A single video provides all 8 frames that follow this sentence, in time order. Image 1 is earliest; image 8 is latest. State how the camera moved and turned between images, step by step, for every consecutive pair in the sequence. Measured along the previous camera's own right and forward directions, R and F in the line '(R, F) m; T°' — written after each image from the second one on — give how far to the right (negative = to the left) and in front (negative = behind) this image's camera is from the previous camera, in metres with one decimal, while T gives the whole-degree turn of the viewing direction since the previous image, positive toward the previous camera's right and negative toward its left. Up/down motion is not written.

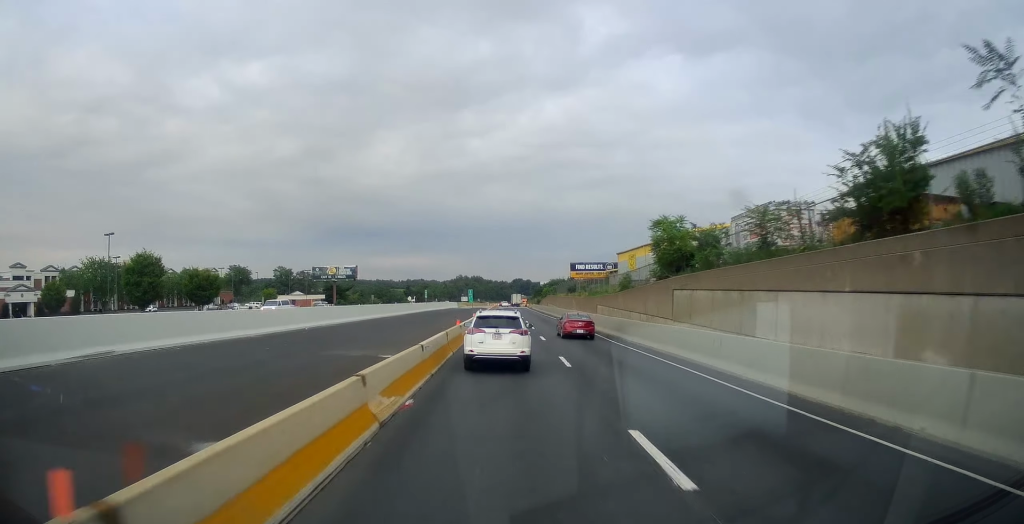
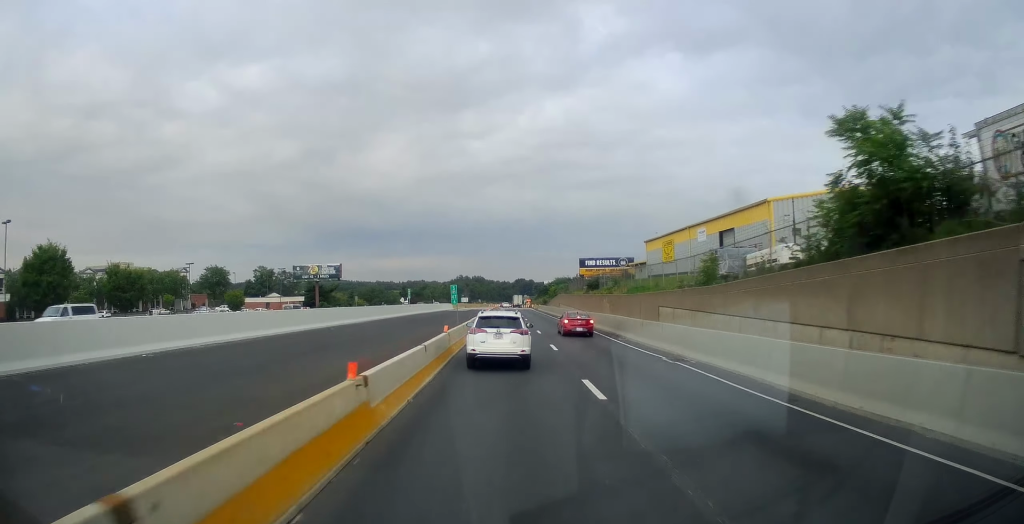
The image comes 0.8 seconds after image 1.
(0.0, +18.4) m; 0°
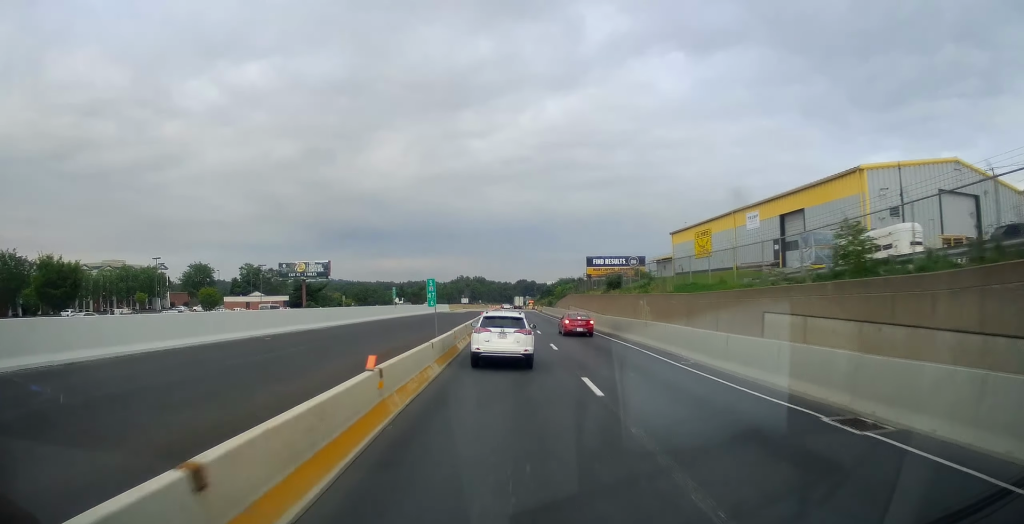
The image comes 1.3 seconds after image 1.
(+0.1, +11.5) m; 0°
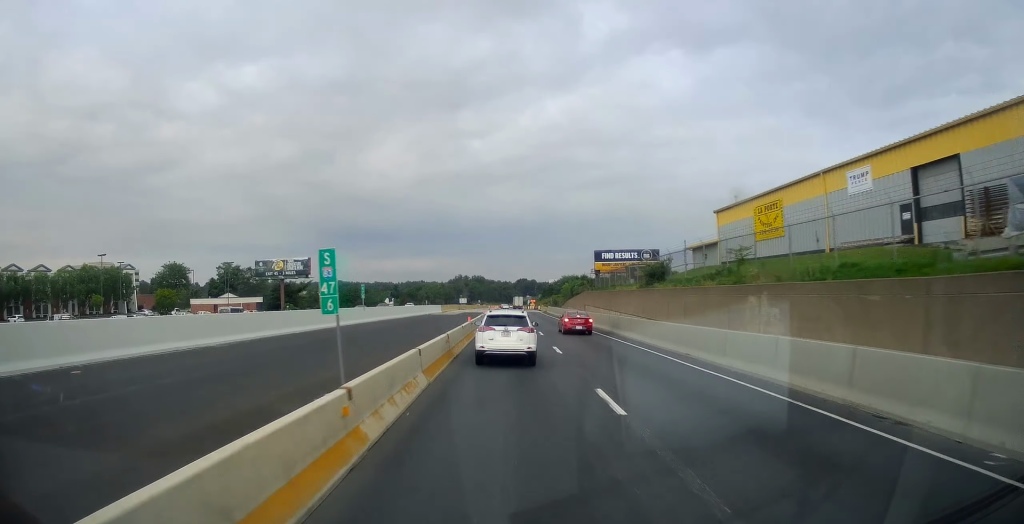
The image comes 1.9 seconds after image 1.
(0.0, +14.4) m; 0°
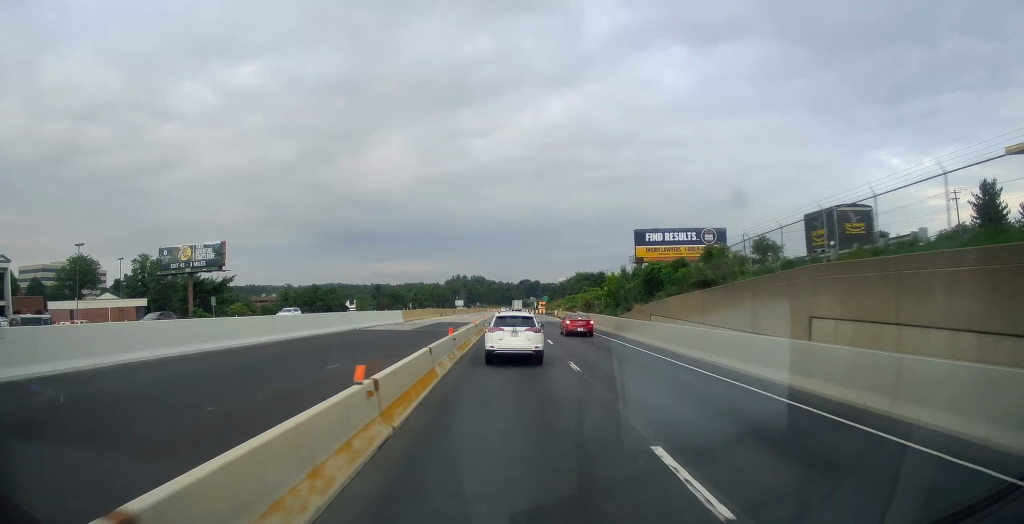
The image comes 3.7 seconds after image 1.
(-0.3, +41.1) m; -1°
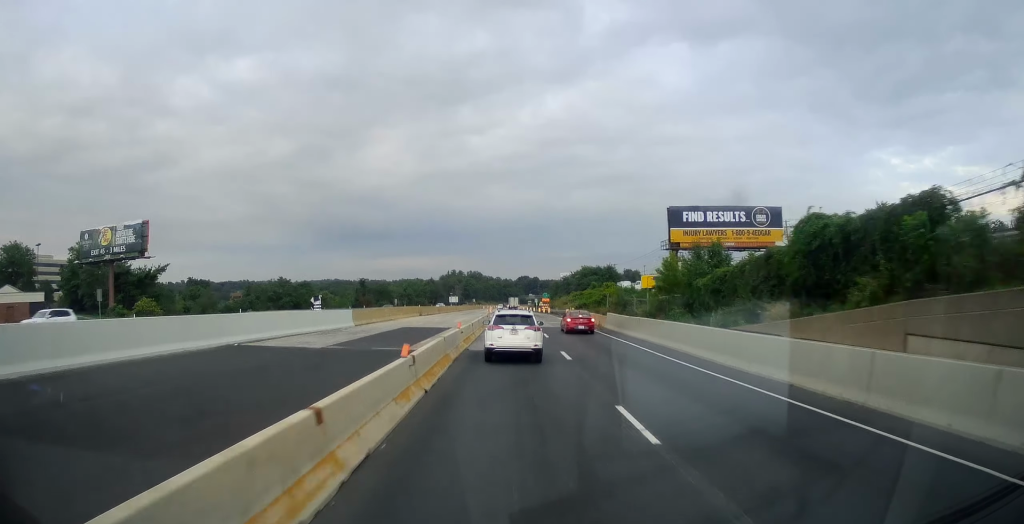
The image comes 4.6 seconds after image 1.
(-0.1, +20.7) m; 0°
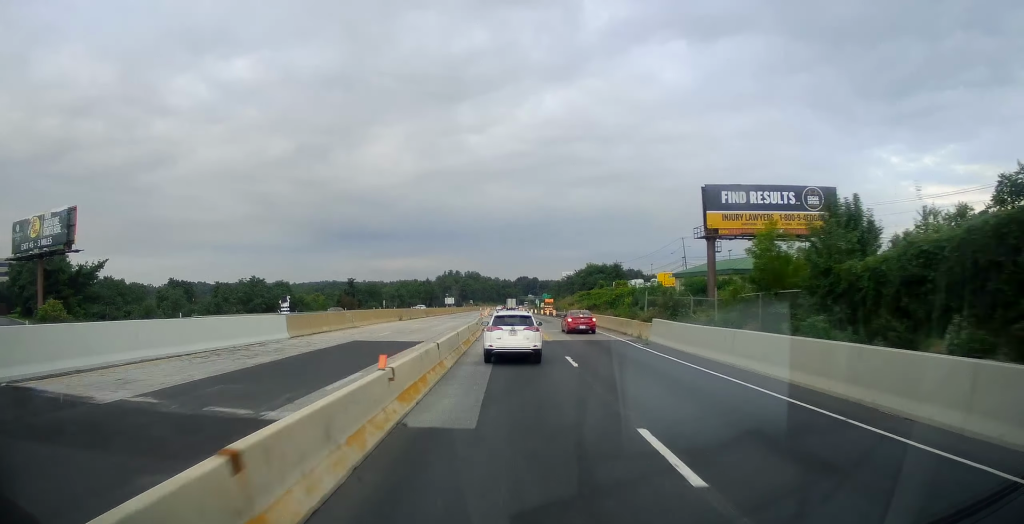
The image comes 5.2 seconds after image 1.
(+0.1, +13.9) m; +1°
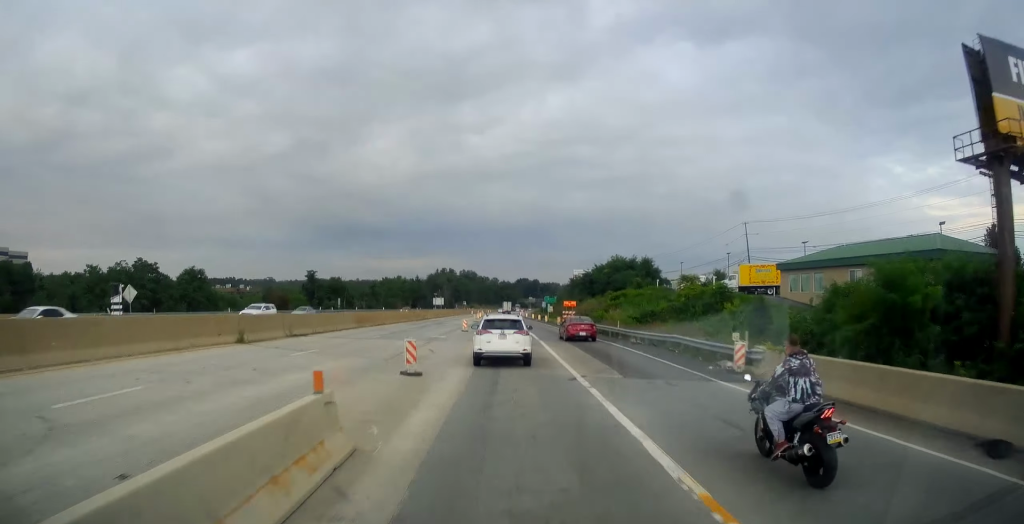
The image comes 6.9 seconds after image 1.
(+0.4, +38.8) m; 0°
